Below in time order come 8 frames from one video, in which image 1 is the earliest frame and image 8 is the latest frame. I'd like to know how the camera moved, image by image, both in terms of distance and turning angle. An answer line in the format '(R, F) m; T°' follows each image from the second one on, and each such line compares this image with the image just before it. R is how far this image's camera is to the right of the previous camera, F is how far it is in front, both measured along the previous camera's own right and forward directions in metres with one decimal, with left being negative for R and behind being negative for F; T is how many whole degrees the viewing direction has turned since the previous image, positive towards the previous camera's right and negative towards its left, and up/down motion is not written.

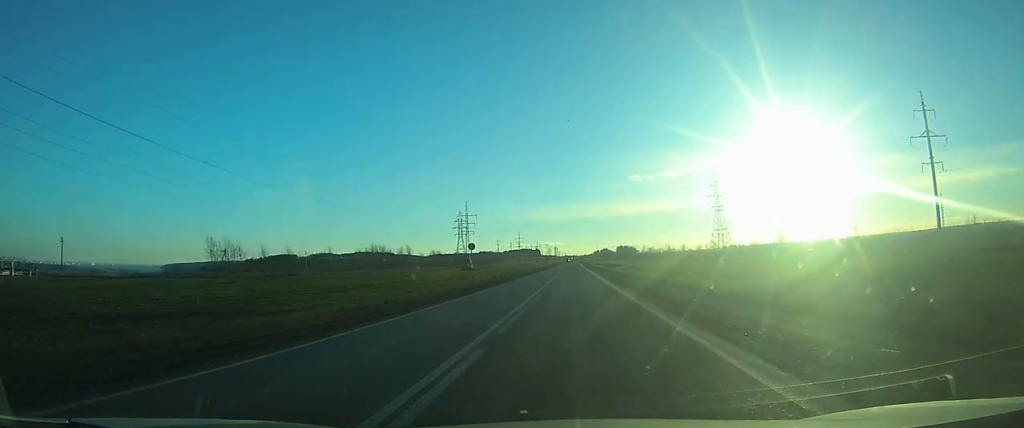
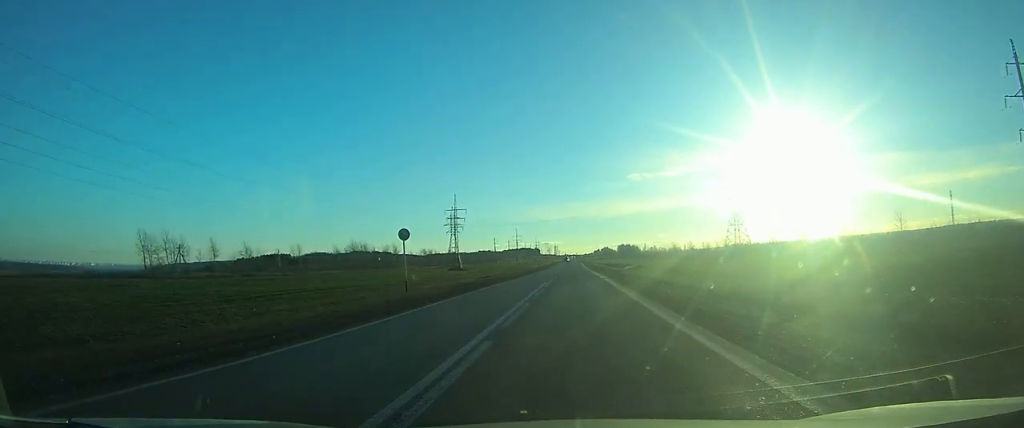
(0.0, +22.0) m; 0°
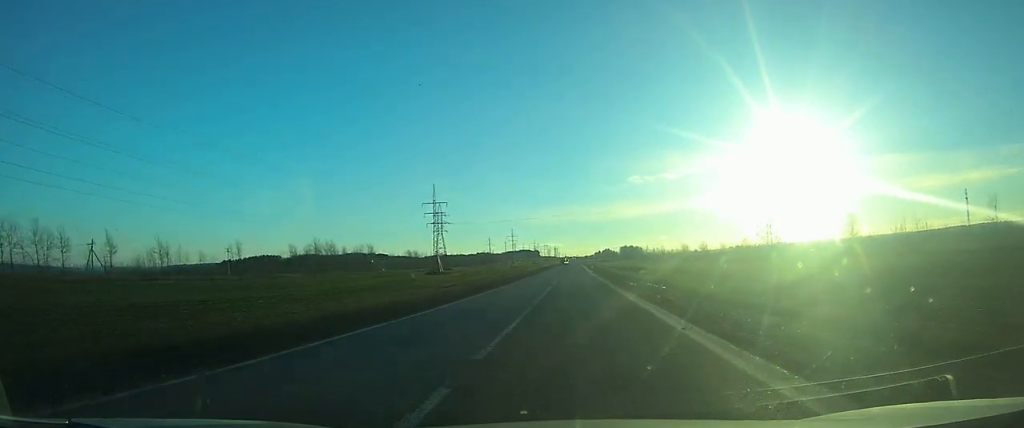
(-0.2, +31.7) m; 0°
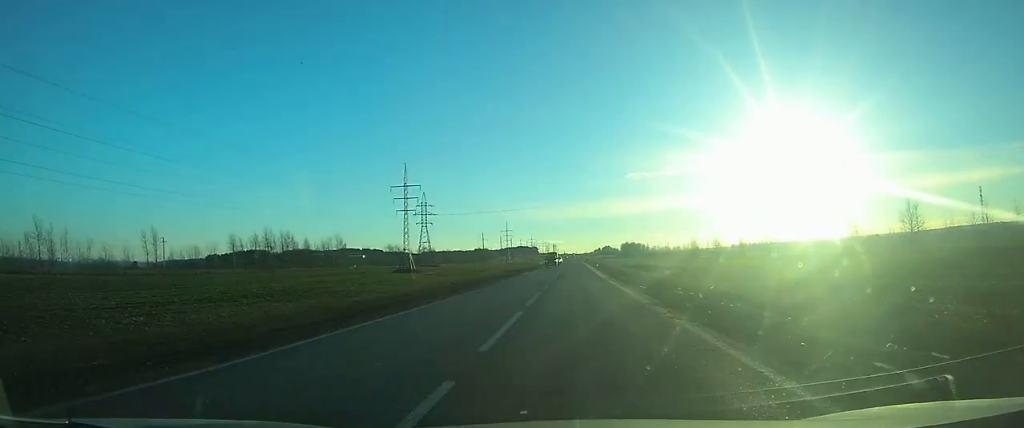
(-0.1, +31.6) m; 0°
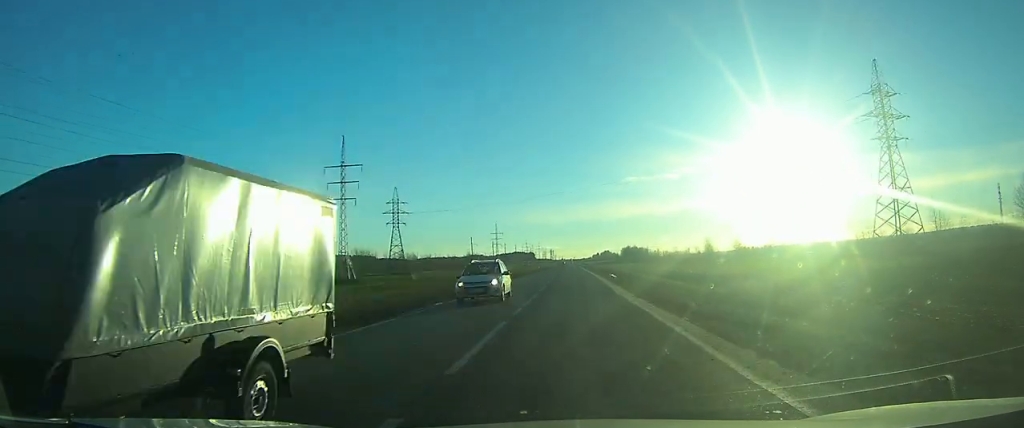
(-0.1, +43.0) m; 0°
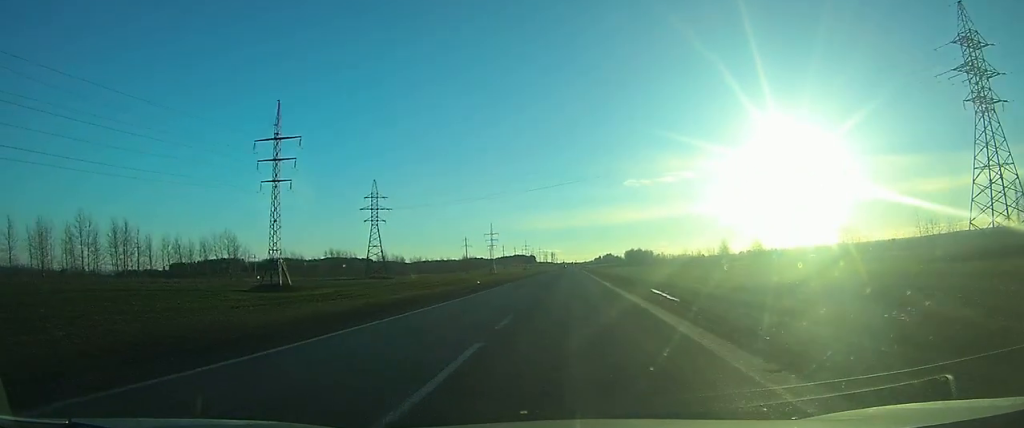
(-0.1, +28.9) m; 0°
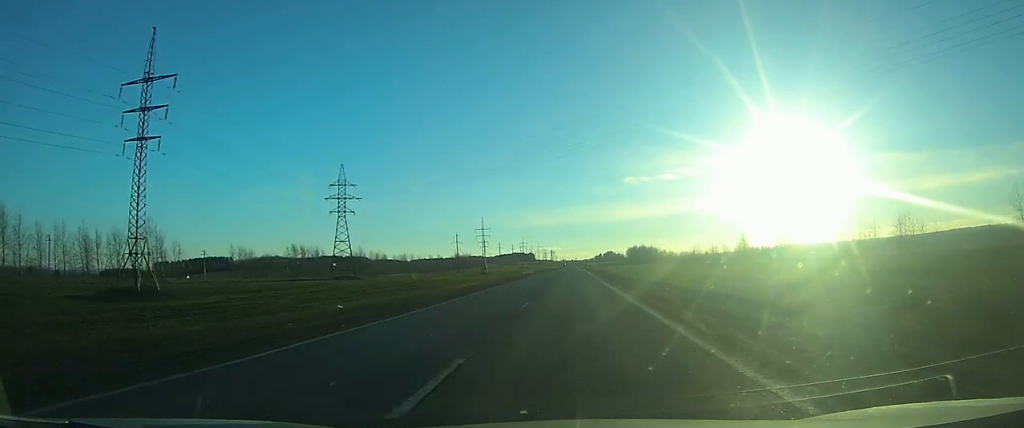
(+0.2, +30.5) m; 0°
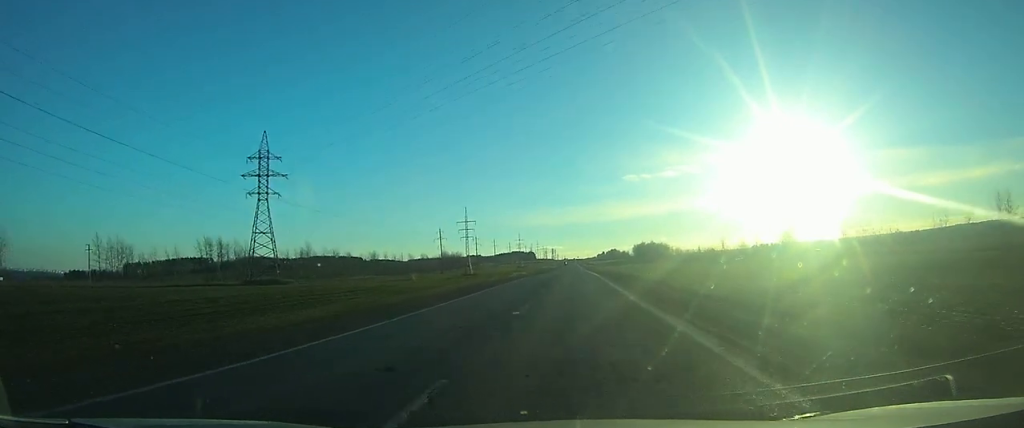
(0.0, +47.7) m; 0°
